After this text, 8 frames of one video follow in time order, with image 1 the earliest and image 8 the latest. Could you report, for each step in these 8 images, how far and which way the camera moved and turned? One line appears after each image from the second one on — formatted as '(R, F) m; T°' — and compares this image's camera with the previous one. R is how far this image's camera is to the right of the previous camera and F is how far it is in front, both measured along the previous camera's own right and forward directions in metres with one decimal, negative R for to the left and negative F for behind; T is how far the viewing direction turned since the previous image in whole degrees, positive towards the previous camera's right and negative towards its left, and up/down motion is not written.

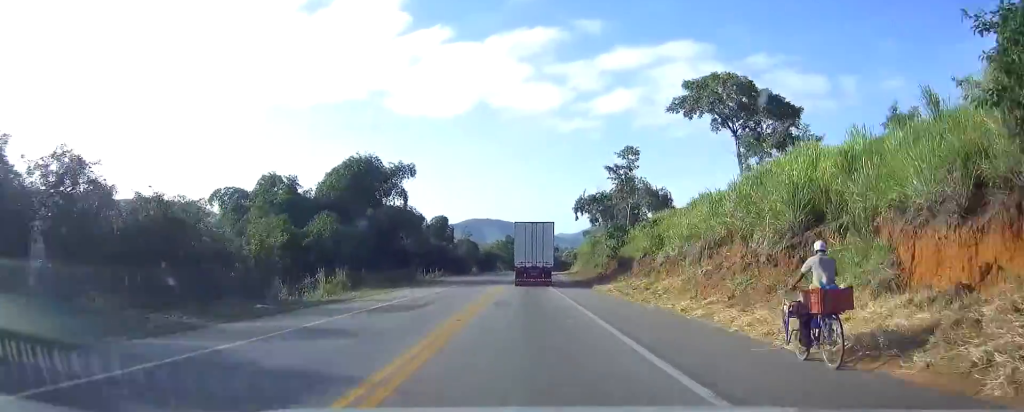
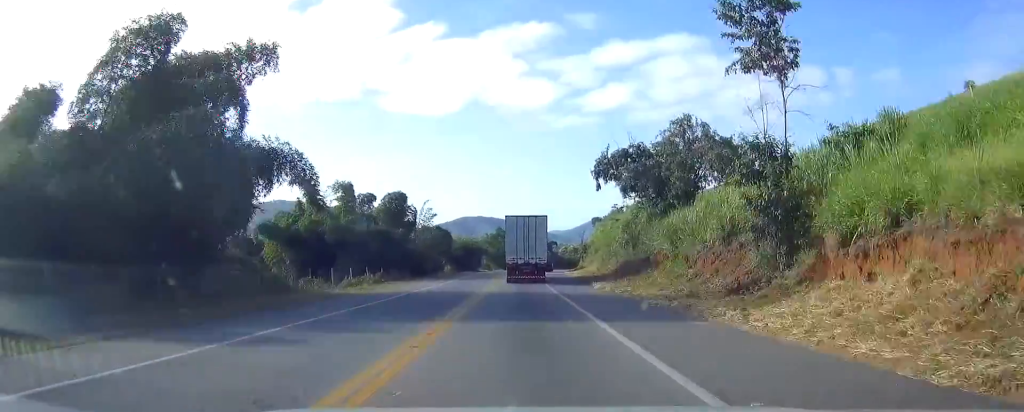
(0.0, +36.1) m; 0°
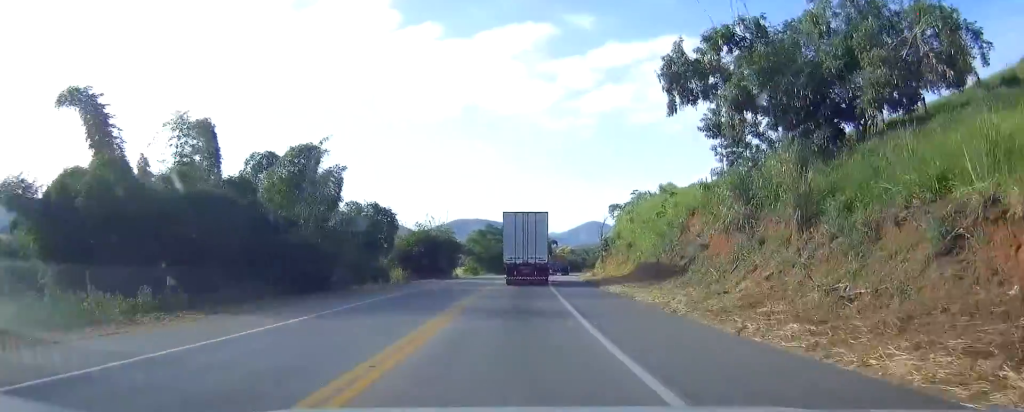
(-0.1, +34.2) m; 0°
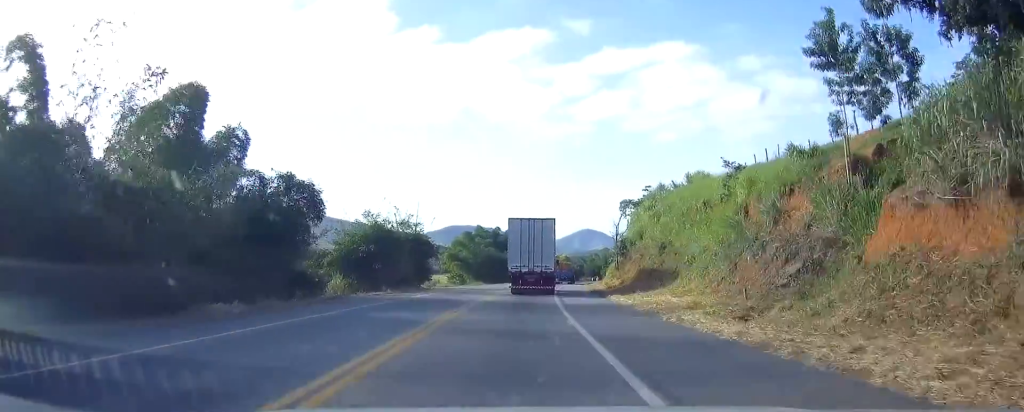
(+0.1, +18.1) m; 0°
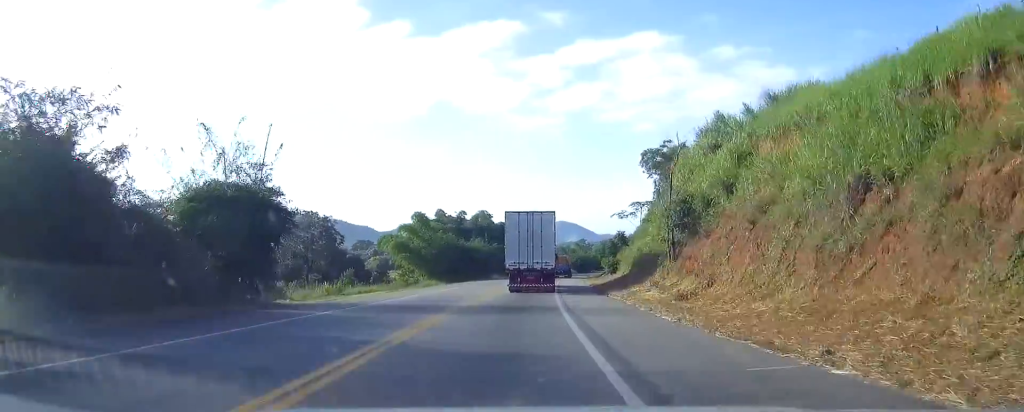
(+0.2, +32.3) m; +2°
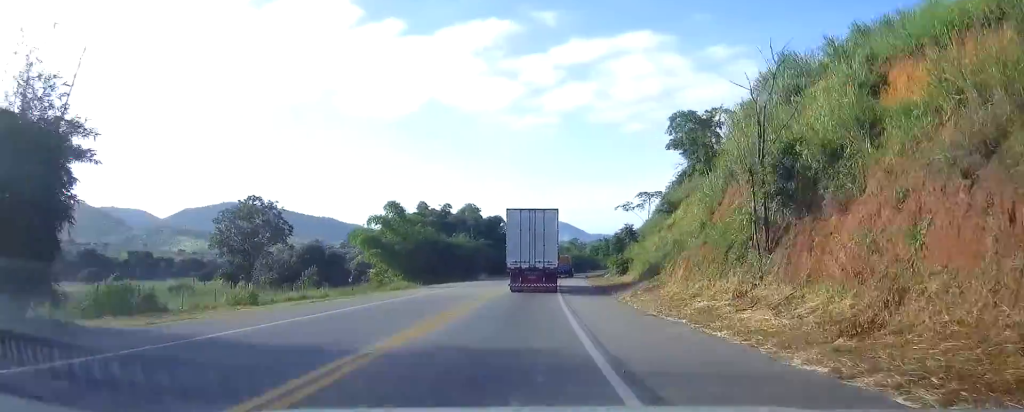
(+0.2, +14.0) m; +1°
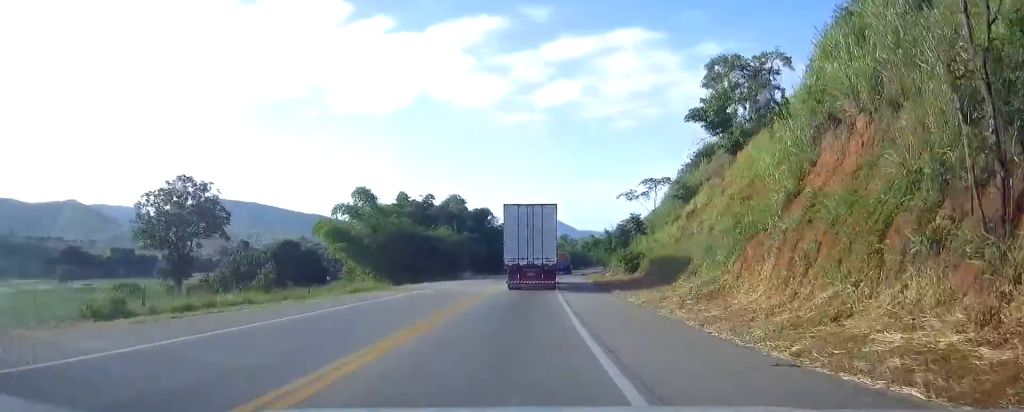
(-0.1, +11.4) m; +1°
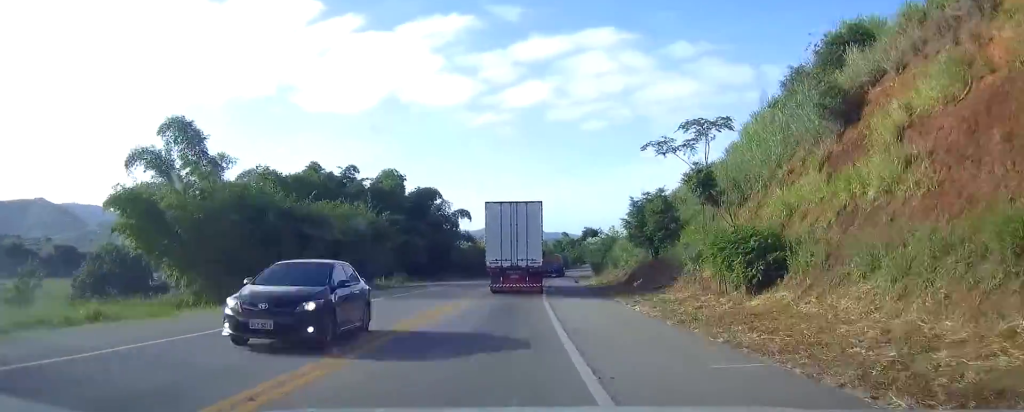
(+1.0, +35.3) m; +3°
